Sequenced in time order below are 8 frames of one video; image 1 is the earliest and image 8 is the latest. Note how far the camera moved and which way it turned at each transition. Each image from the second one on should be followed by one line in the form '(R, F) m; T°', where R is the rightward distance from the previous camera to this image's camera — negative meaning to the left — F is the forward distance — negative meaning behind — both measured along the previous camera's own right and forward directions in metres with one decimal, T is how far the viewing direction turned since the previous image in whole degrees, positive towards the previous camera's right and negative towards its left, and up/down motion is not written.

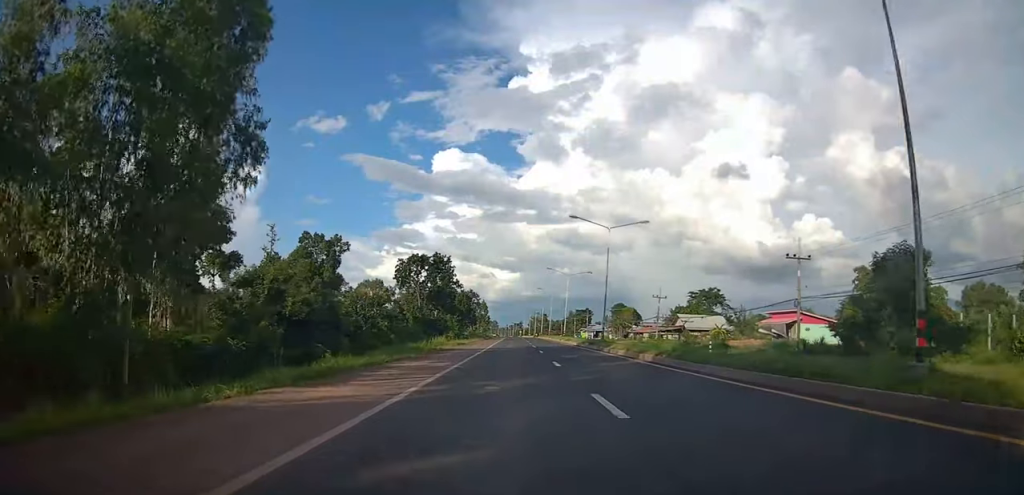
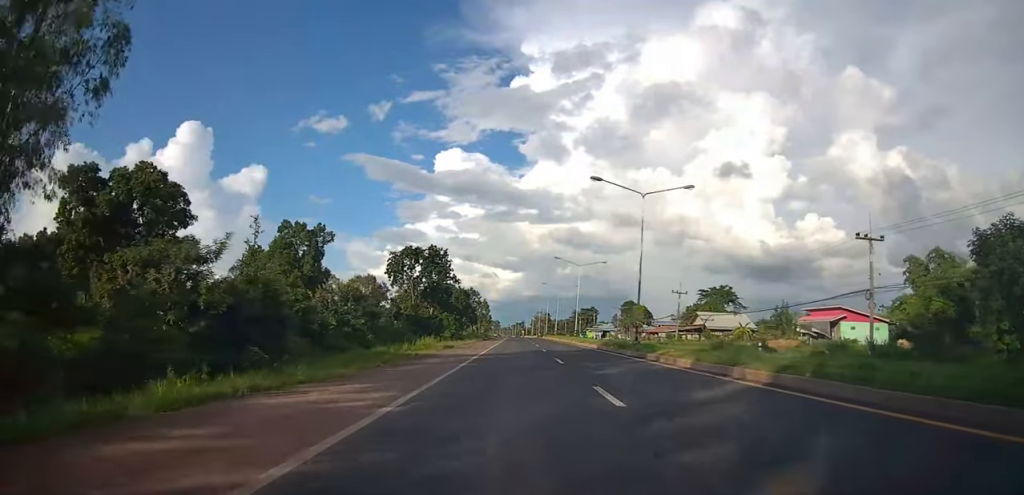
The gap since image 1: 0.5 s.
(-0.4, +10.9) m; -1°
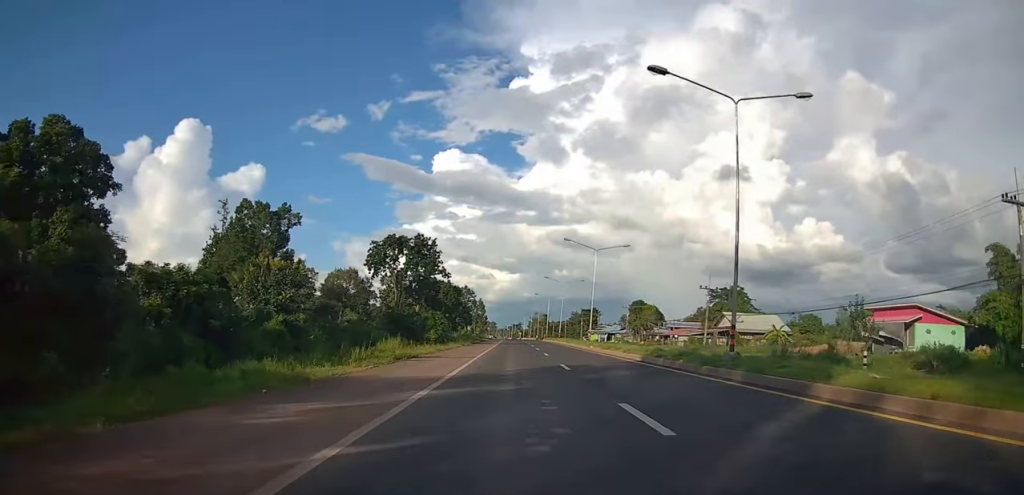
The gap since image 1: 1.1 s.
(-0.3, +14.6) m; -1°
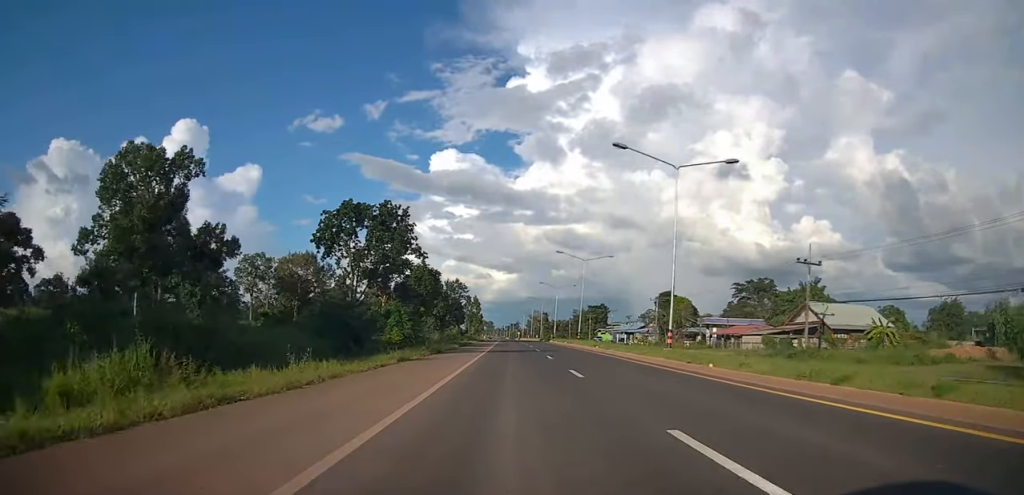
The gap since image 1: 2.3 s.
(0.0, +26.9) m; 0°
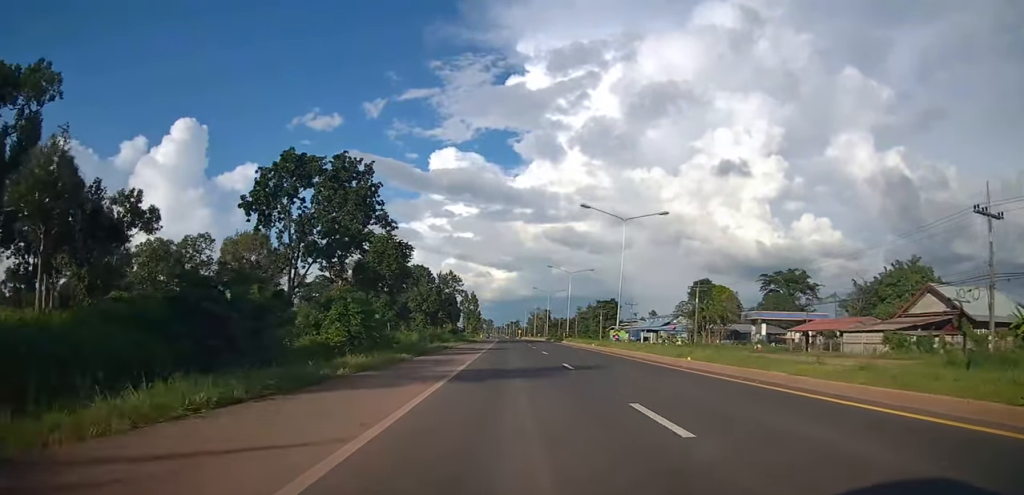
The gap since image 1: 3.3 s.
(0.0, +21.3) m; 0°
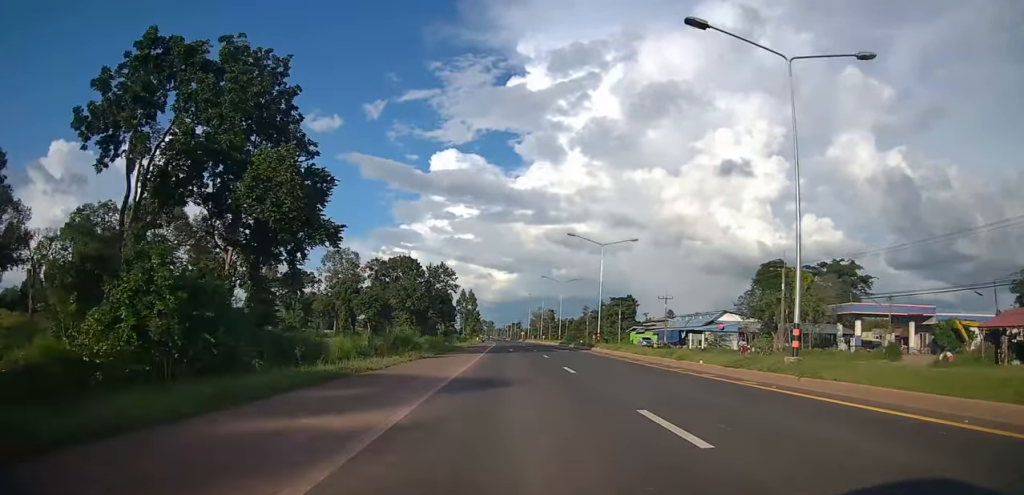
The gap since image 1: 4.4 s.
(+0.3, +24.9) m; +1°
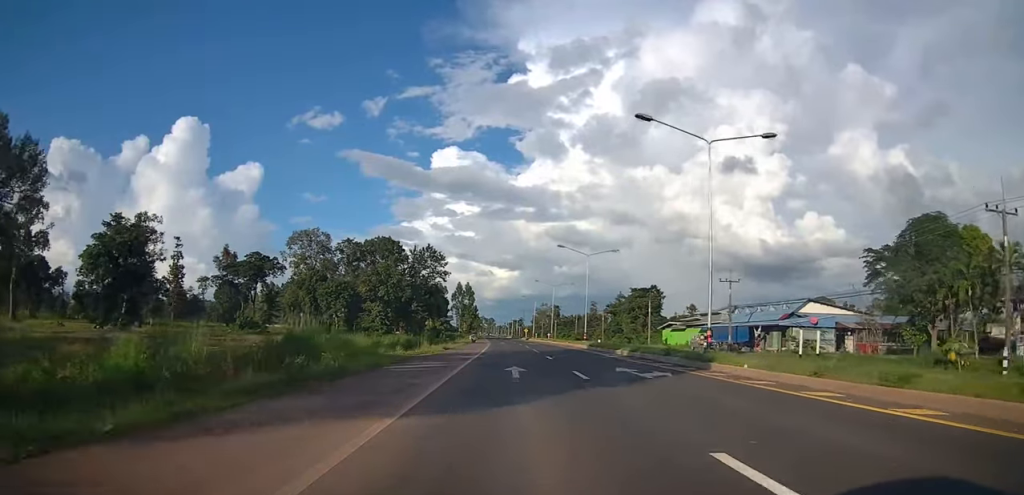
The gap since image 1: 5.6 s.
(0.0, +27.3) m; -1°
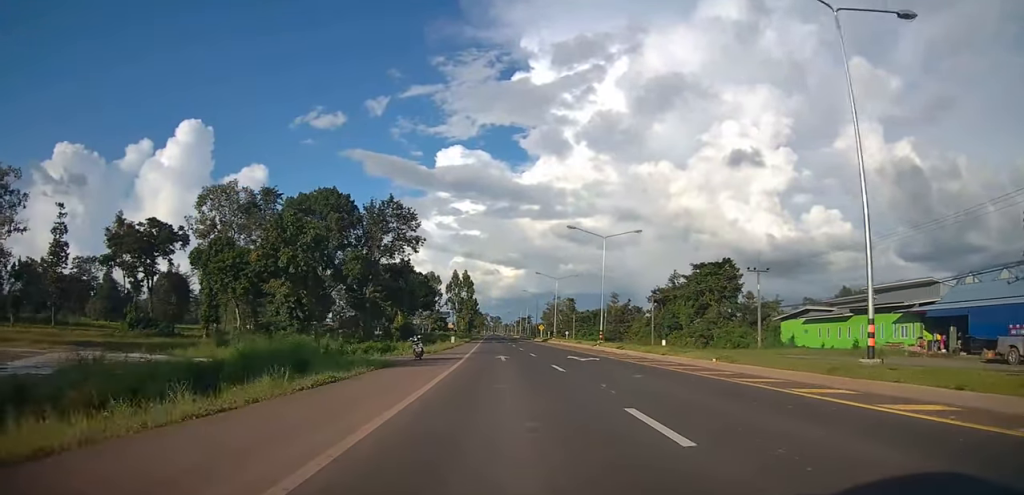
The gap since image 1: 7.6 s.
(+0.1, +45.3) m; +1°
